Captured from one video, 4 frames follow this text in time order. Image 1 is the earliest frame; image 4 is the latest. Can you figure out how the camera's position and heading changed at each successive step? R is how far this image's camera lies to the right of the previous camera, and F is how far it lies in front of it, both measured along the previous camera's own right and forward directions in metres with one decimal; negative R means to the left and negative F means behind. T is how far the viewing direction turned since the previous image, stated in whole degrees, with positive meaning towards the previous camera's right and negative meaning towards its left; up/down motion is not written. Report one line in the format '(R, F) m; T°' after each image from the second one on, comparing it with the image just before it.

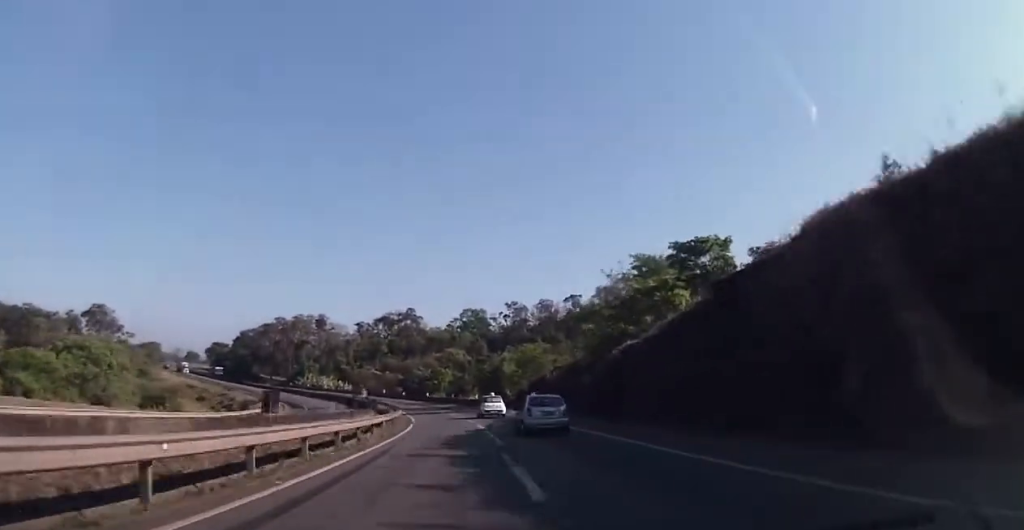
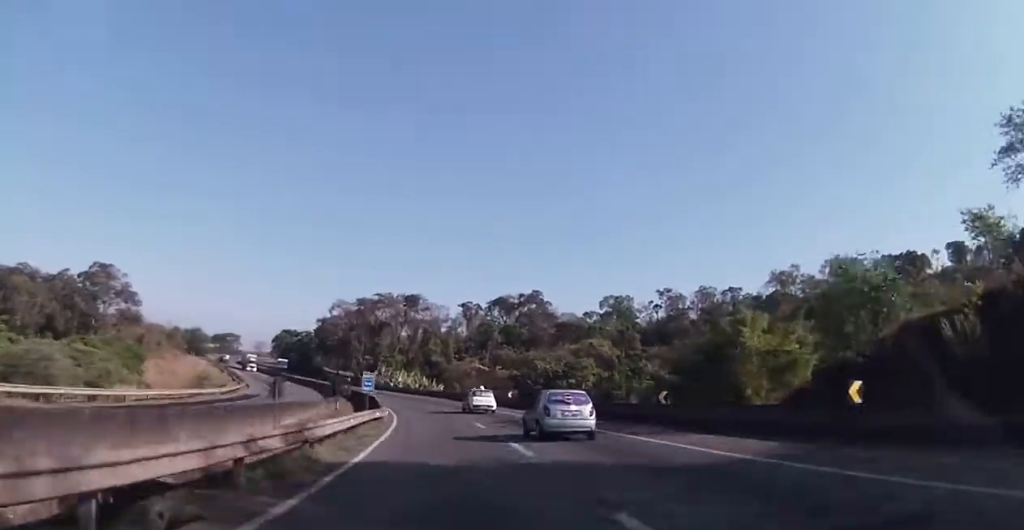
(-3.1, +78.5) m; -7°
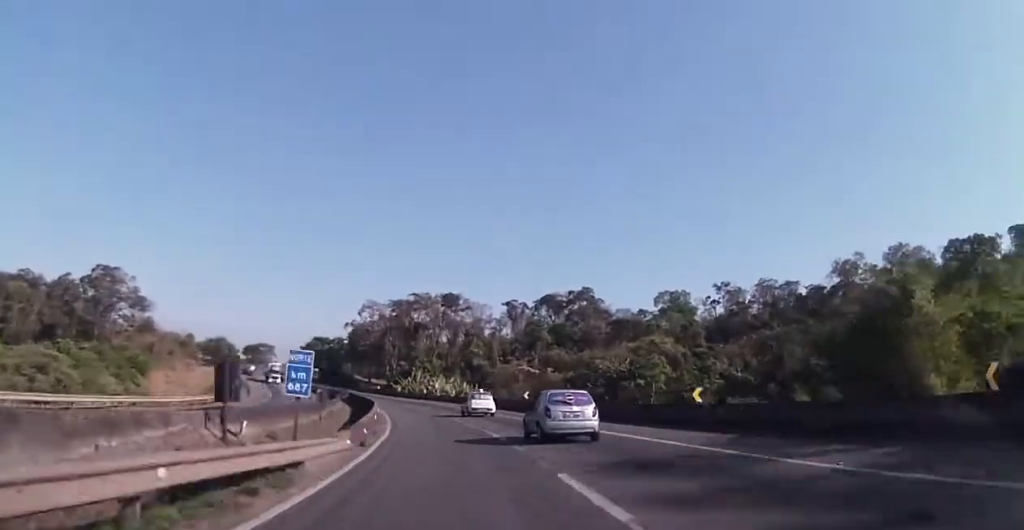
(-0.6, +20.0) m; -3°
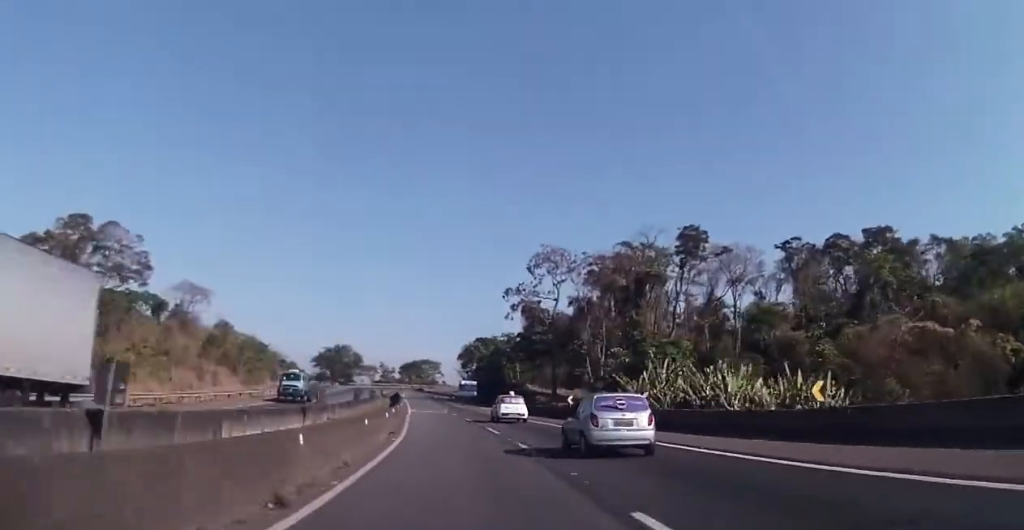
(-11.0, +81.5) m; -15°
